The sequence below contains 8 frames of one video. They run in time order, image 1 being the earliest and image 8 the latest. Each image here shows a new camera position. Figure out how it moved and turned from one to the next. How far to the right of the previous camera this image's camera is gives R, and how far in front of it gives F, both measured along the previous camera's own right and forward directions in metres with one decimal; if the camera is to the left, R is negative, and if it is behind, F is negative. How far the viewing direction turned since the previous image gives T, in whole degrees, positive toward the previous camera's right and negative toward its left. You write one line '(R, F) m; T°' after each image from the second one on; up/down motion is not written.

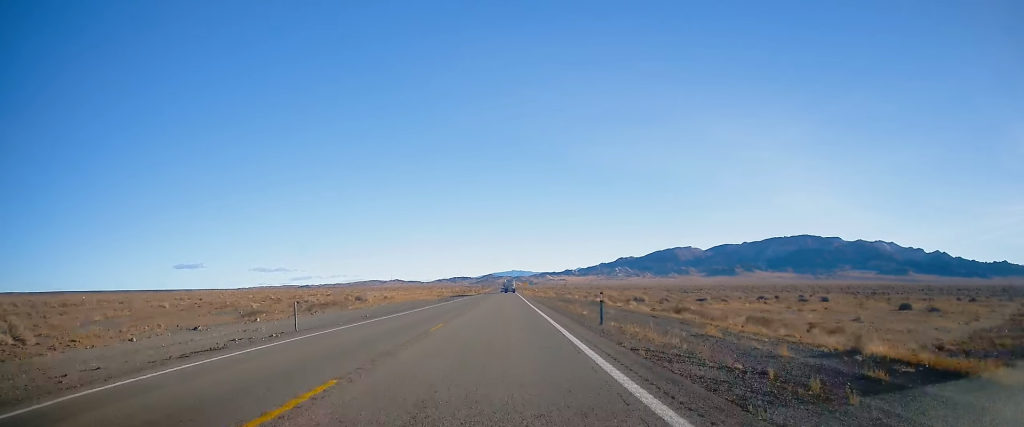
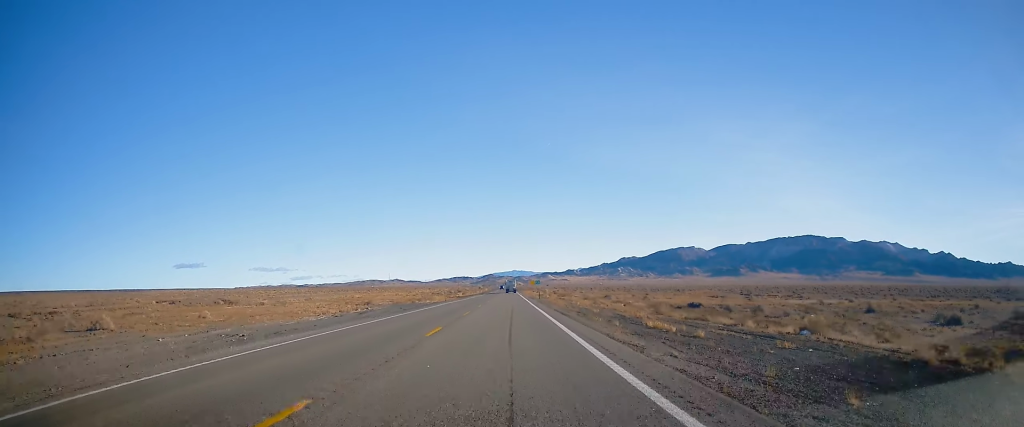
(-0.2, +74.1) m; 0°
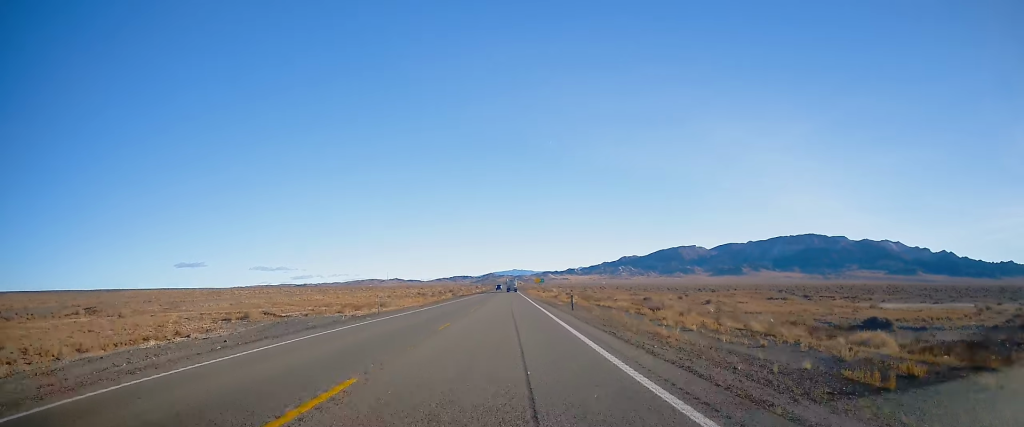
(+0.1, +35.0) m; 0°
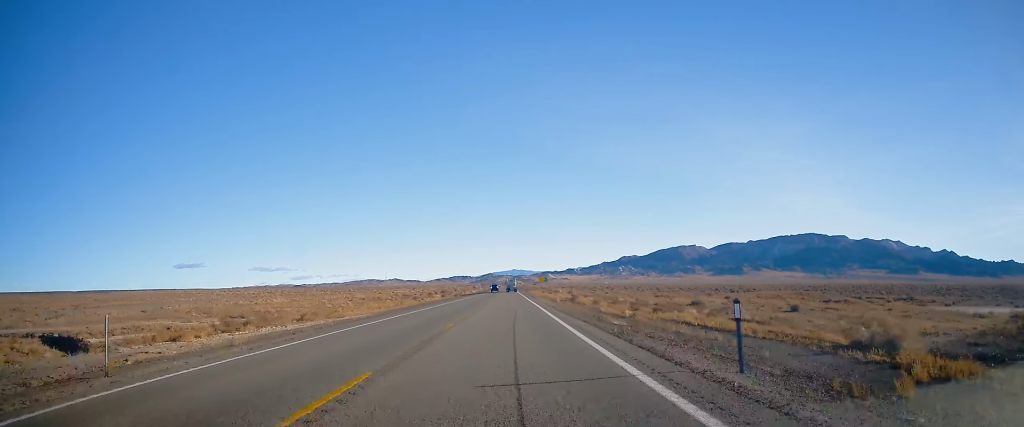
(+0.1, +23.8) m; 0°
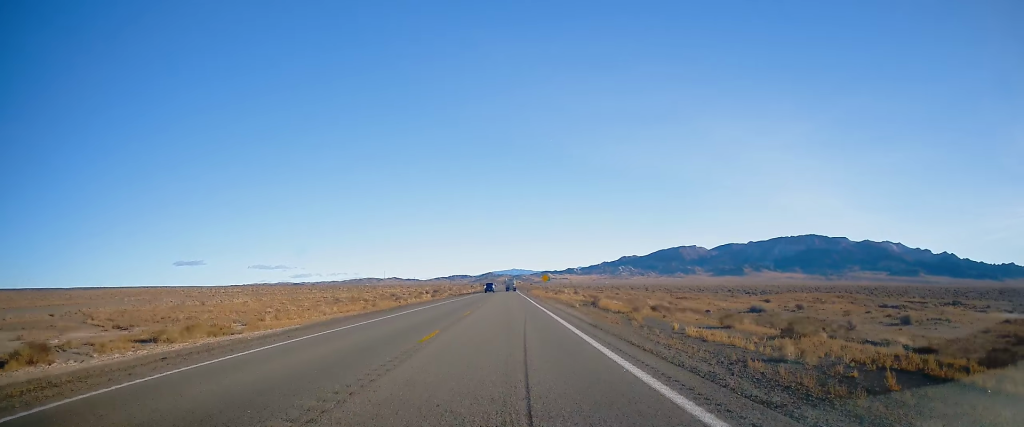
(0.0, +16.6) m; 0°
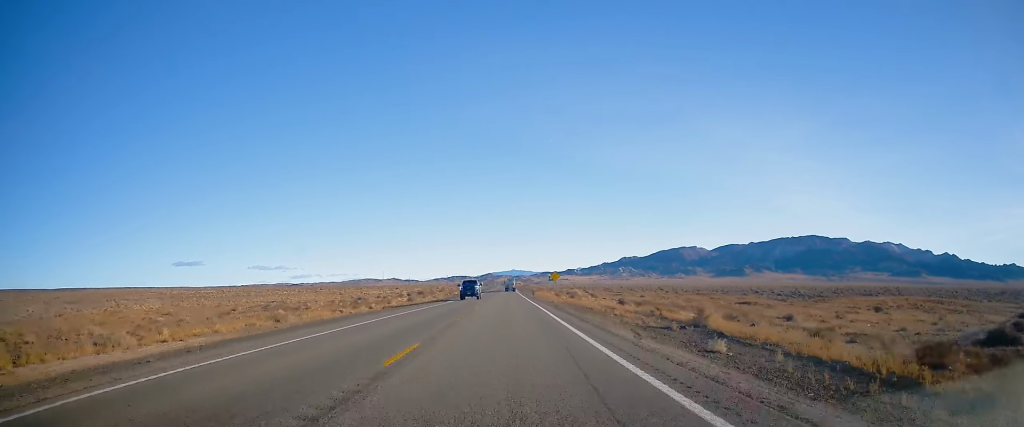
(0.0, +28.0) m; -1°
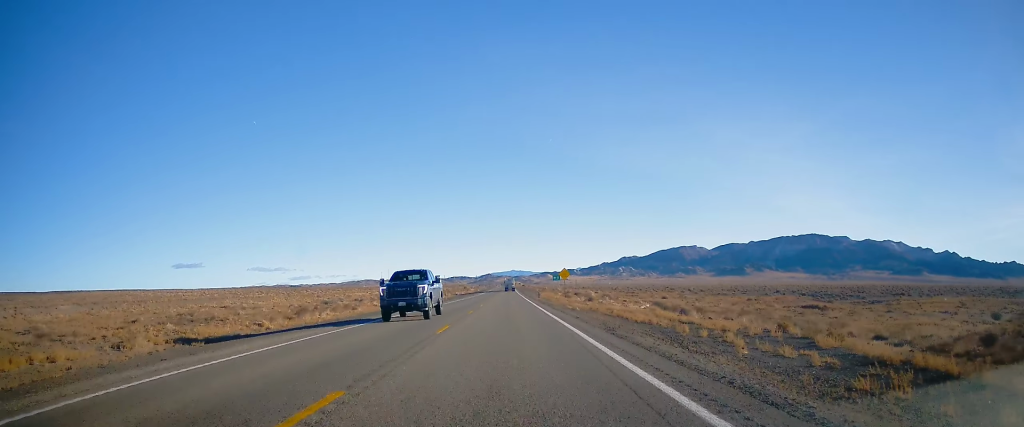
(-0.1, +17.7) m; 0°
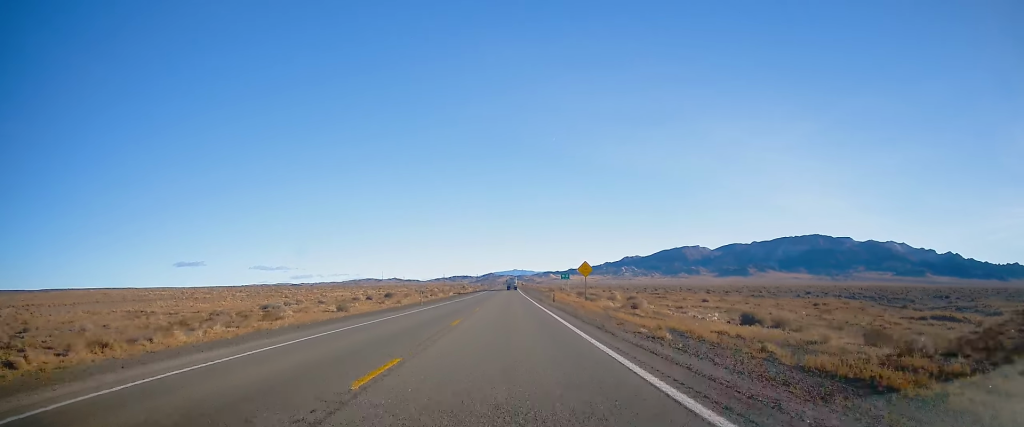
(-0.2, +20.9) m; 0°
